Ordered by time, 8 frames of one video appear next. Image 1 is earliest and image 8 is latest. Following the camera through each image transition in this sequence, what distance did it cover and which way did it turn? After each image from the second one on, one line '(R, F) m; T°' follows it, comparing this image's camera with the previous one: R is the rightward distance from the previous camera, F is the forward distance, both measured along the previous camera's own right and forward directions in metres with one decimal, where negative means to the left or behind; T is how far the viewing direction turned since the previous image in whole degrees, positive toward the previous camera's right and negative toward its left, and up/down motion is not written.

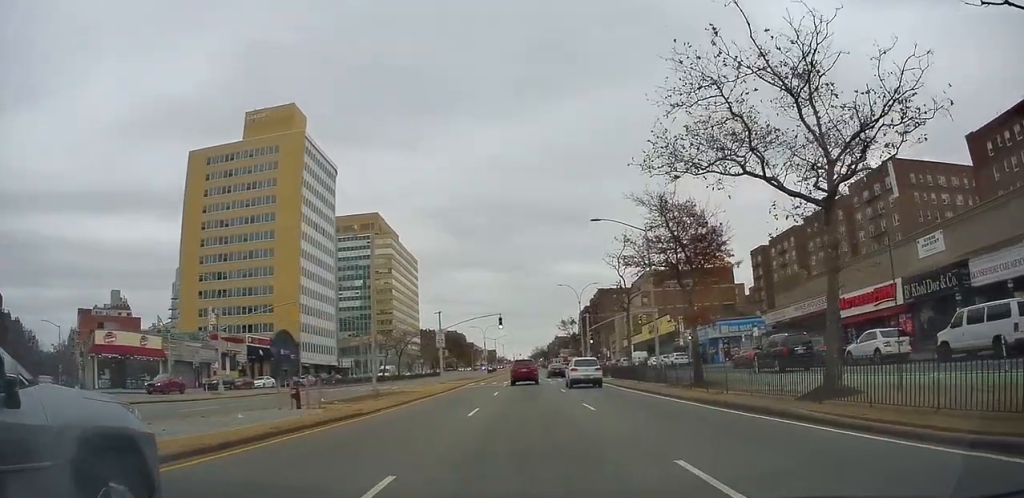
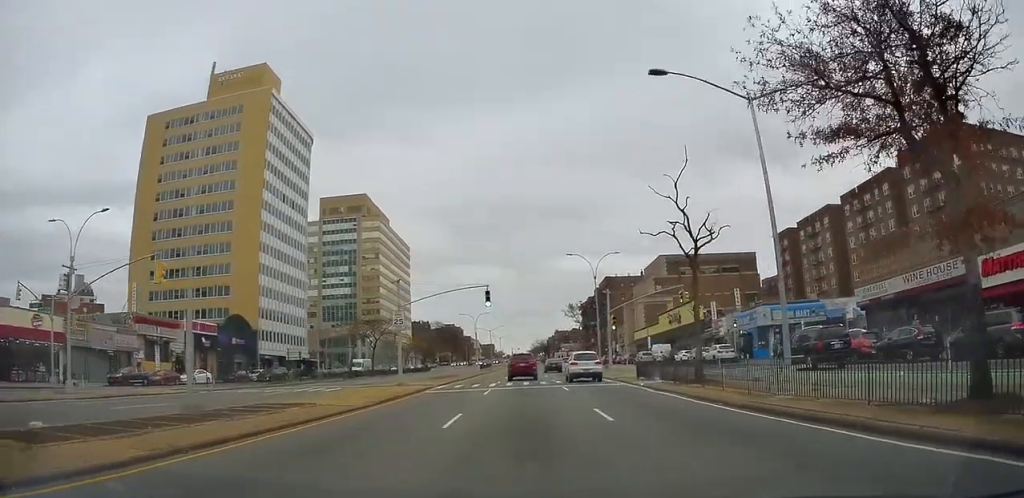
(+0.2, +15.9) m; +1°
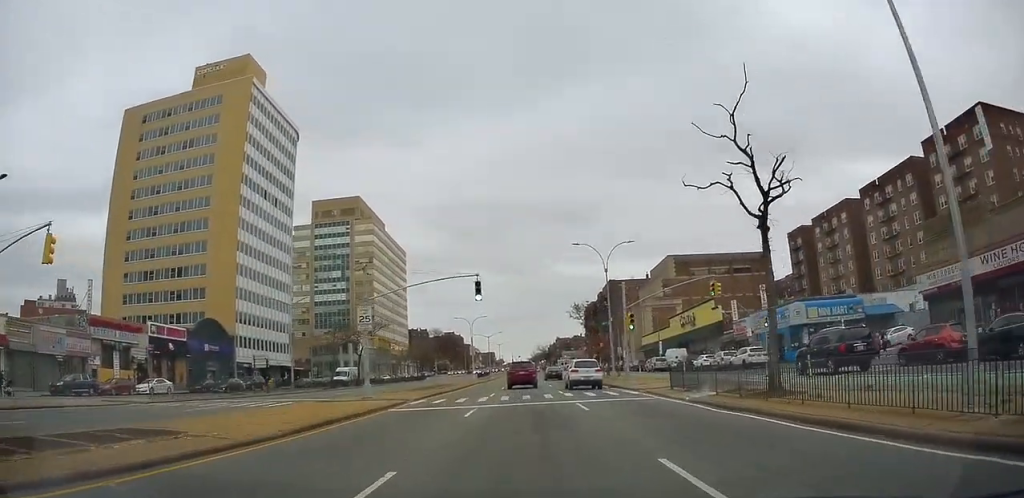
(0.0, +7.3) m; +1°
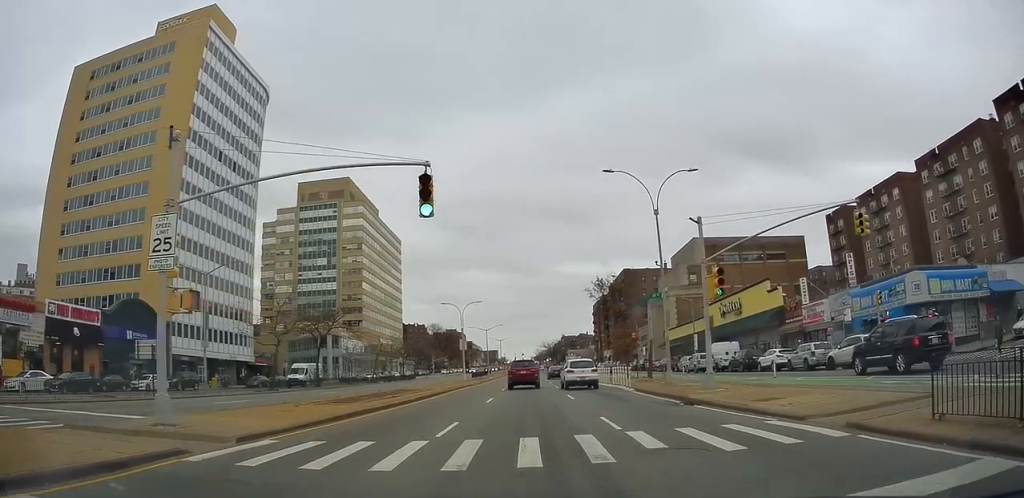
(+0.3, +16.5) m; 0°
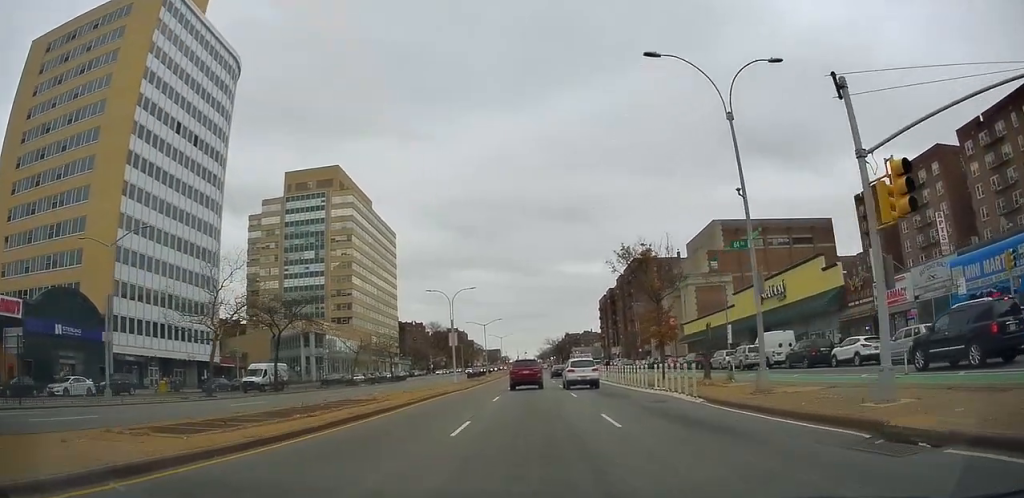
(-0.2, +11.2) m; -1°
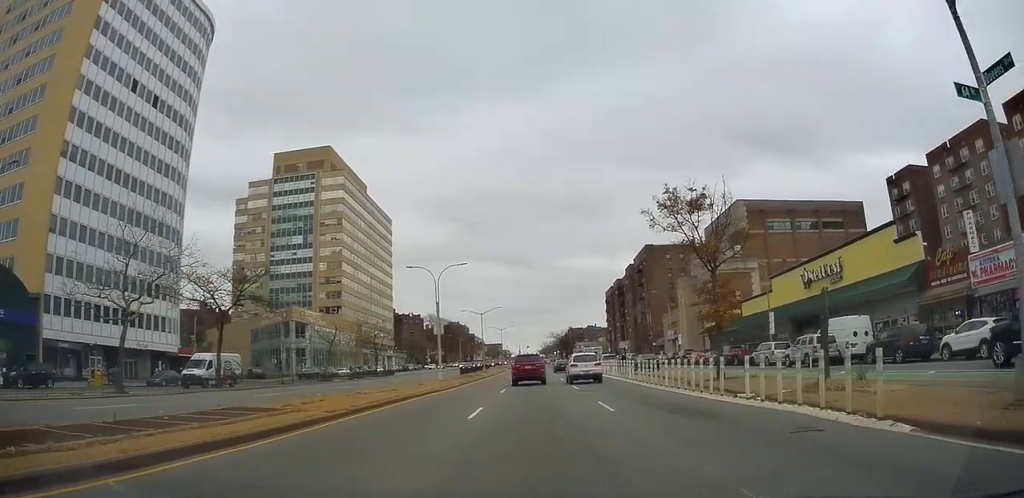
(-0.1, +10.3) m; -1°
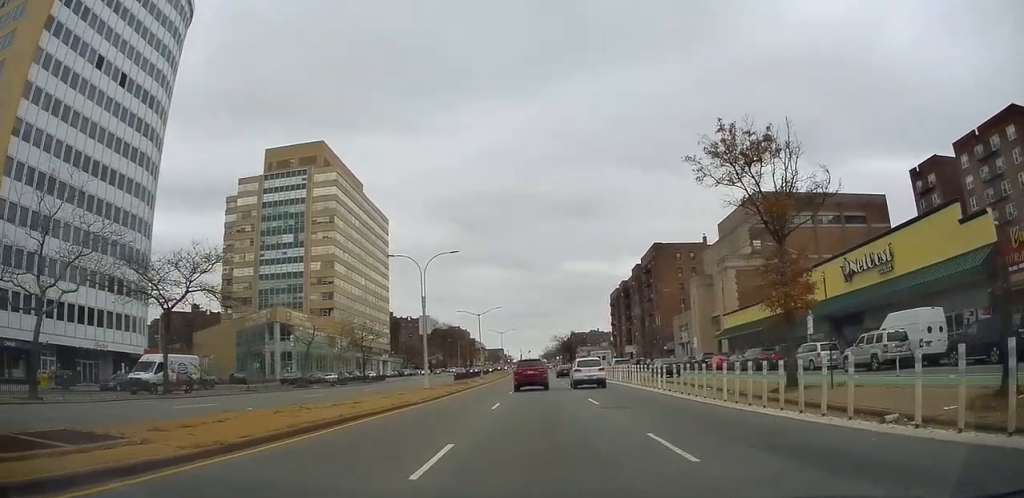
(0.0, +6.9) m; 0°
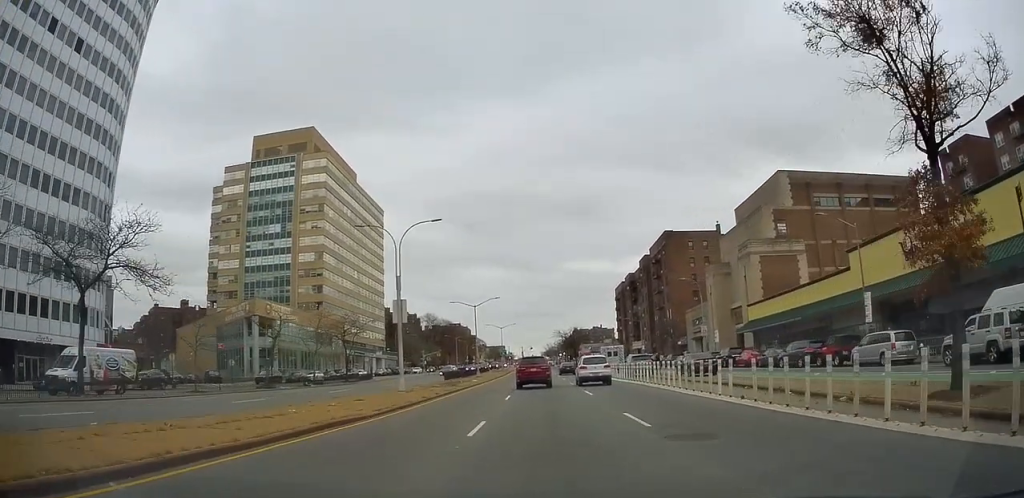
(-0.1, +8.0) m; 0°
